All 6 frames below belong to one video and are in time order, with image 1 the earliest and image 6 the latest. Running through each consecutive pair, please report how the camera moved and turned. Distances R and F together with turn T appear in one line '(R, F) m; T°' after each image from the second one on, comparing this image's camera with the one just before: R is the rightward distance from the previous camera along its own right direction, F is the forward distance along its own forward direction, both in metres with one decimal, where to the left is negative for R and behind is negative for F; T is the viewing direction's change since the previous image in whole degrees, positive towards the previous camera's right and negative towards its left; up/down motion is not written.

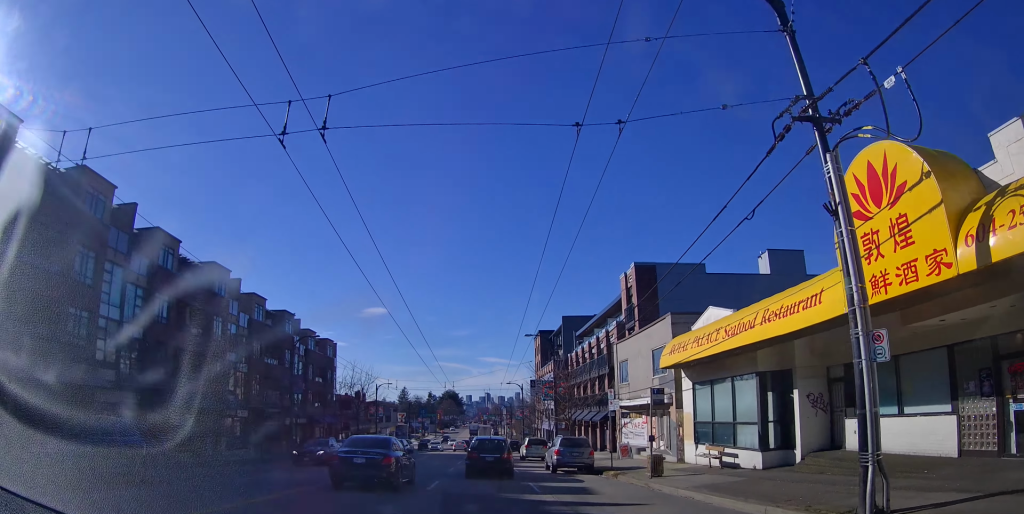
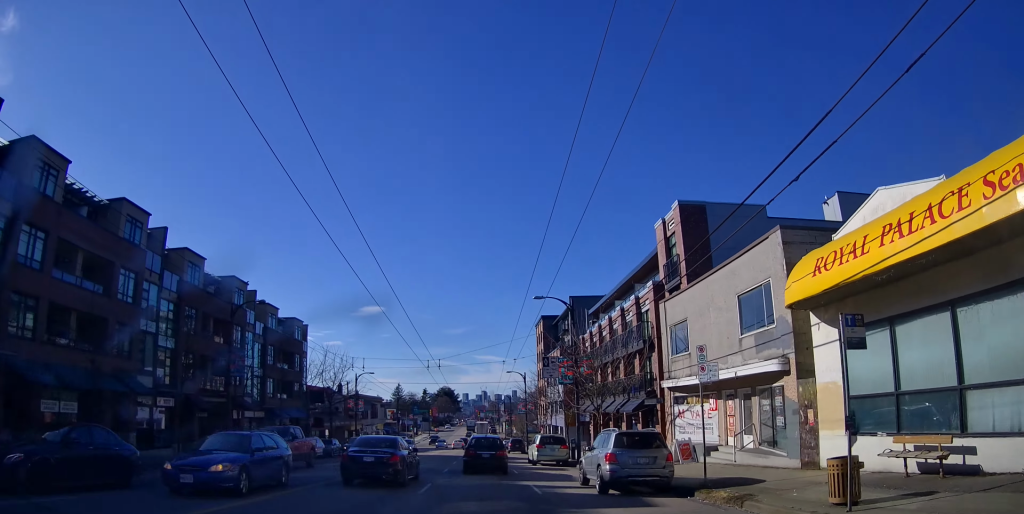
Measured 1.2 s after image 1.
(+0.1, +10.9) m; +2°
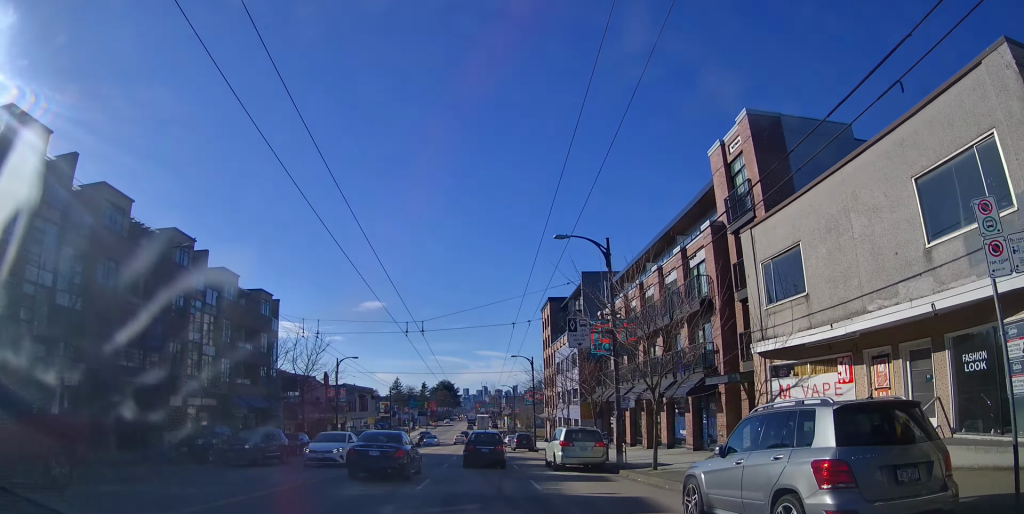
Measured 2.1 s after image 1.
(+0.1, +9.1) m; -1°
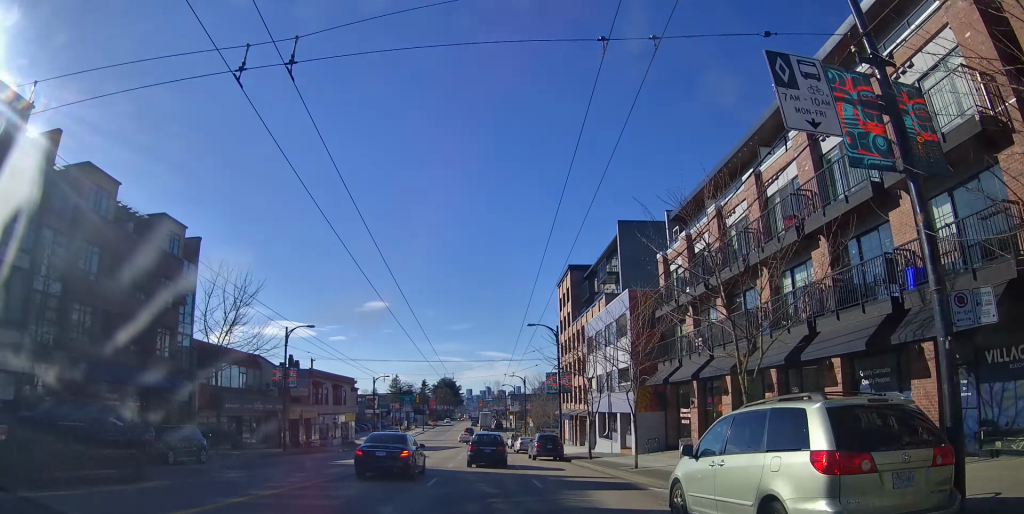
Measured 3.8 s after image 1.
(-0.9, +16.8) m; -4°
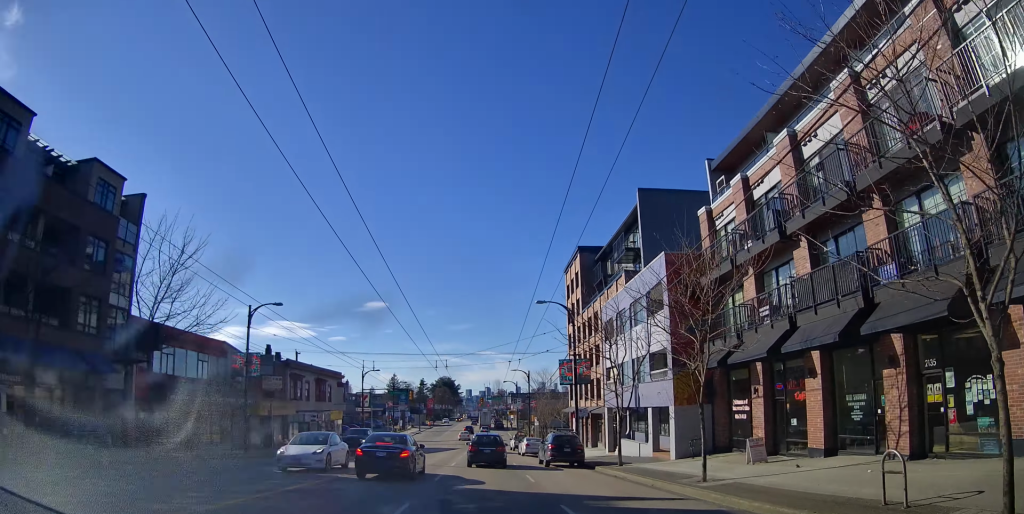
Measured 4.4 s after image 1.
(0.0, +7.1) m; 0°
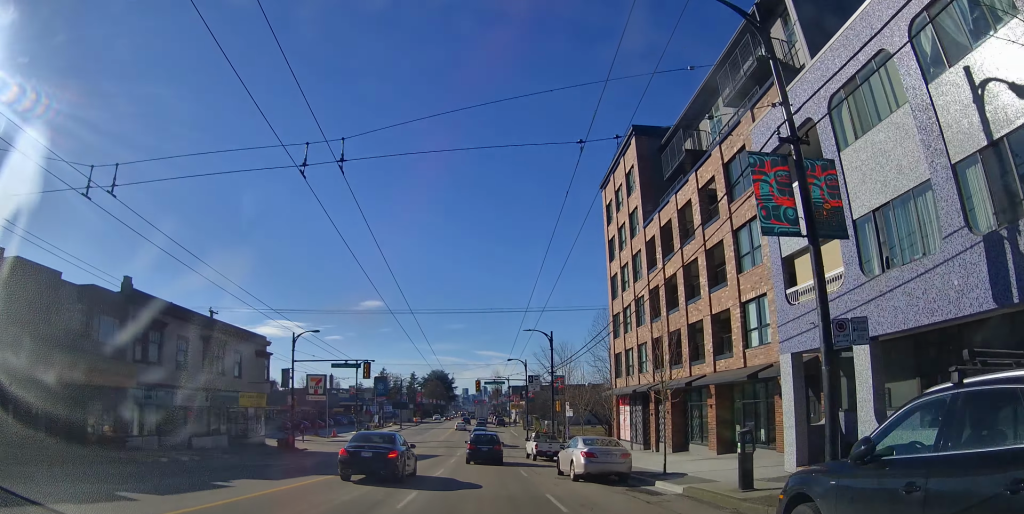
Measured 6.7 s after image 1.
(0.0, +25.5) m; 0°
